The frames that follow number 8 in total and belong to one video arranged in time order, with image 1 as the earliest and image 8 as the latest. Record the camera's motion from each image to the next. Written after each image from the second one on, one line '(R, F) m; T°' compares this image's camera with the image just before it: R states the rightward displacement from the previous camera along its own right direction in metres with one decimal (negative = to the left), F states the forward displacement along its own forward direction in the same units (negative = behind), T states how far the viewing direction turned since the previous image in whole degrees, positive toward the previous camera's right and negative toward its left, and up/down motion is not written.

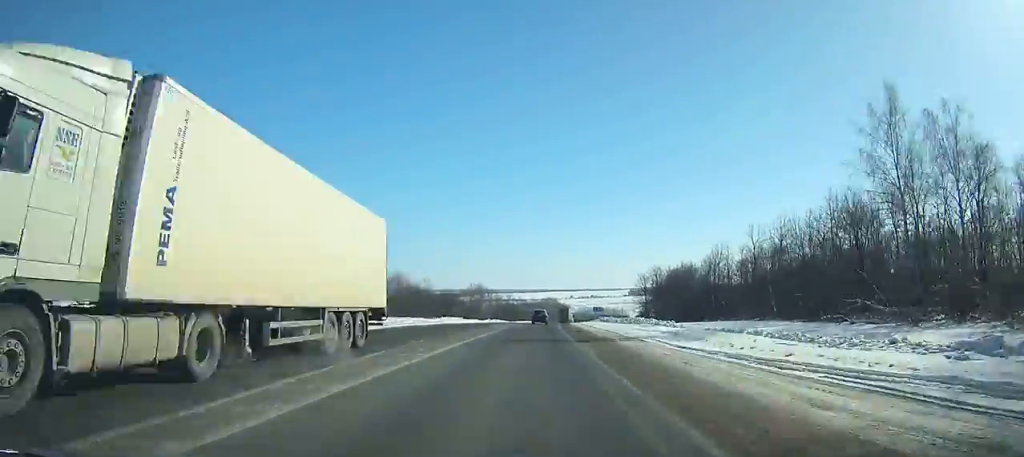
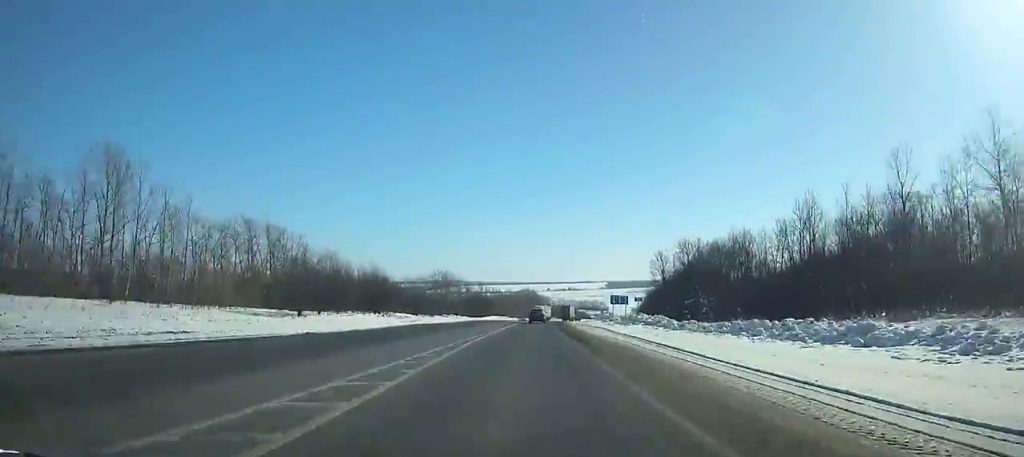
(+0.7, +45.4) m; +2°
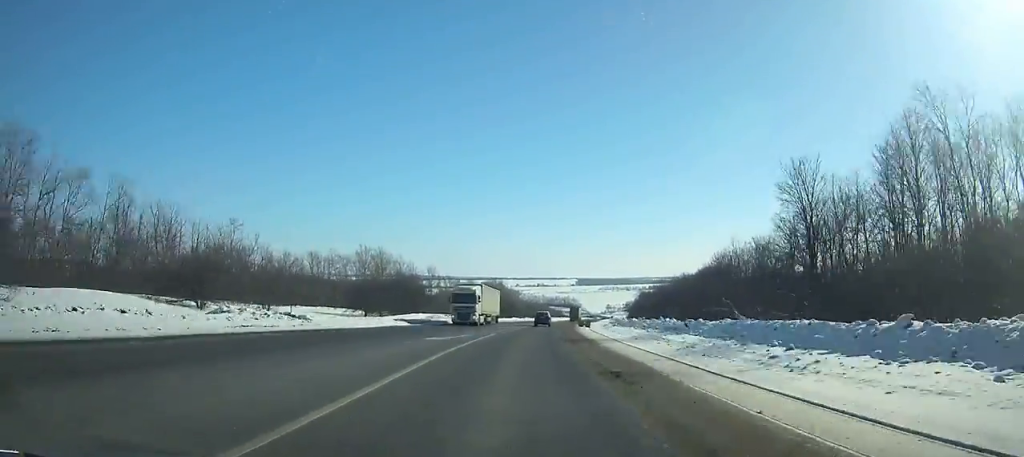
(+2.1, +72.4) m; +4°
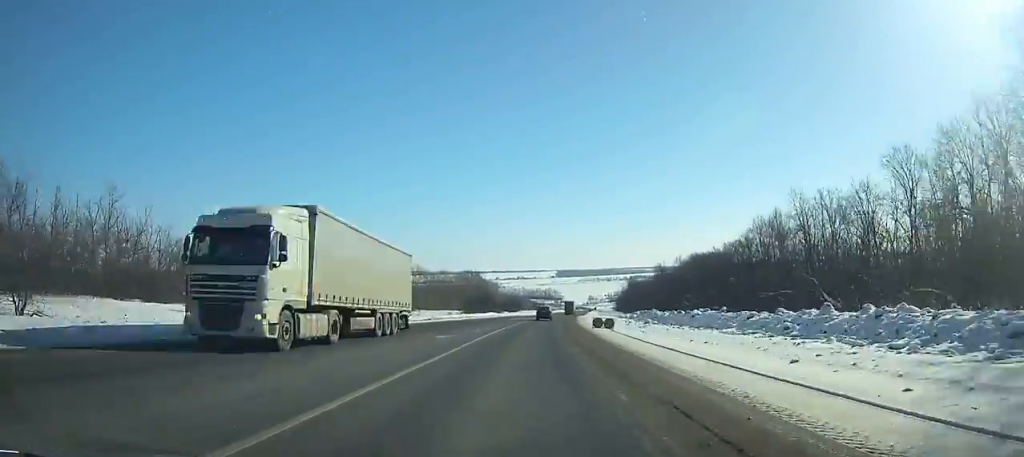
(+0.3, +29.7) m; +2°
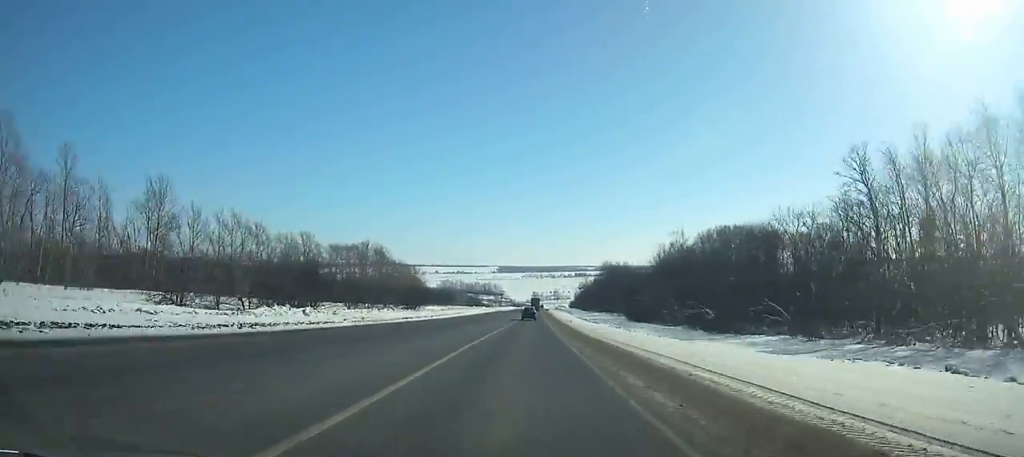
(+6.1, +116.8) m; +5°
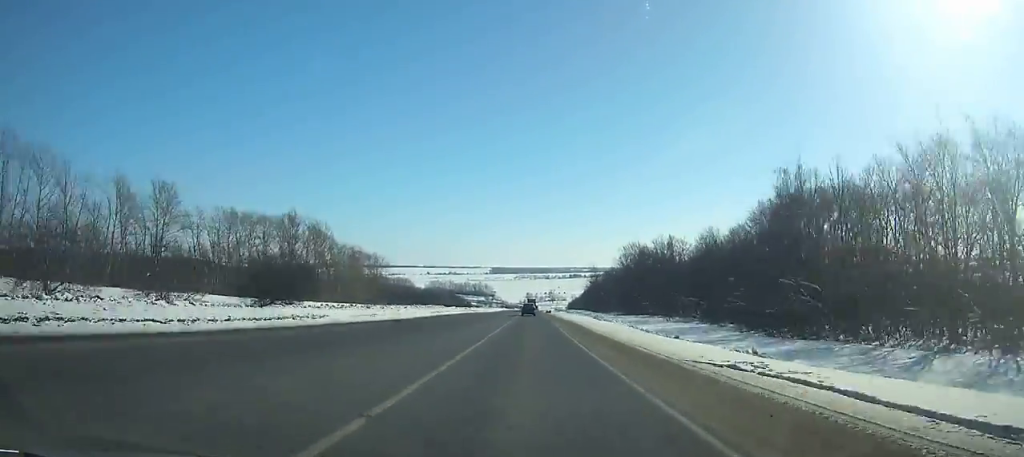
(+0.9, +66.0) m; +1°
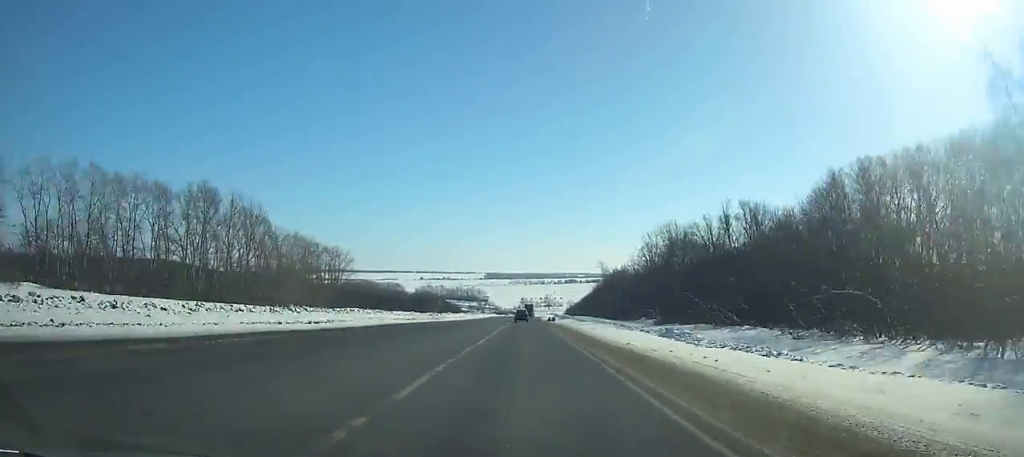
(+0.3, +44.1) m; 0°
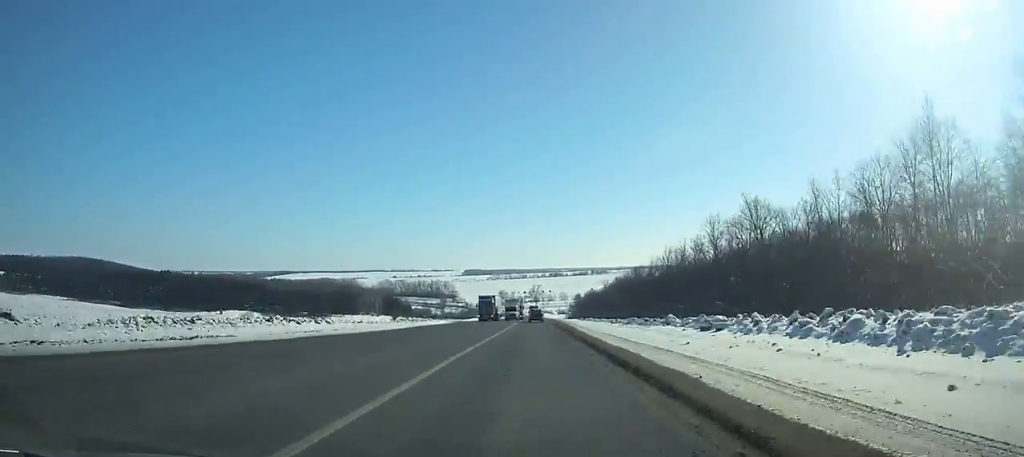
(+2.2, +208.7) m; +2°
